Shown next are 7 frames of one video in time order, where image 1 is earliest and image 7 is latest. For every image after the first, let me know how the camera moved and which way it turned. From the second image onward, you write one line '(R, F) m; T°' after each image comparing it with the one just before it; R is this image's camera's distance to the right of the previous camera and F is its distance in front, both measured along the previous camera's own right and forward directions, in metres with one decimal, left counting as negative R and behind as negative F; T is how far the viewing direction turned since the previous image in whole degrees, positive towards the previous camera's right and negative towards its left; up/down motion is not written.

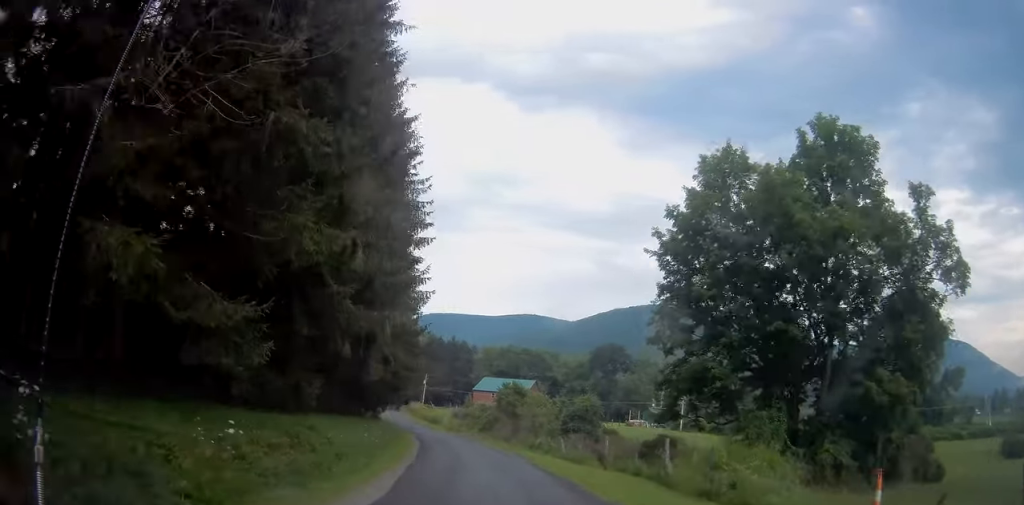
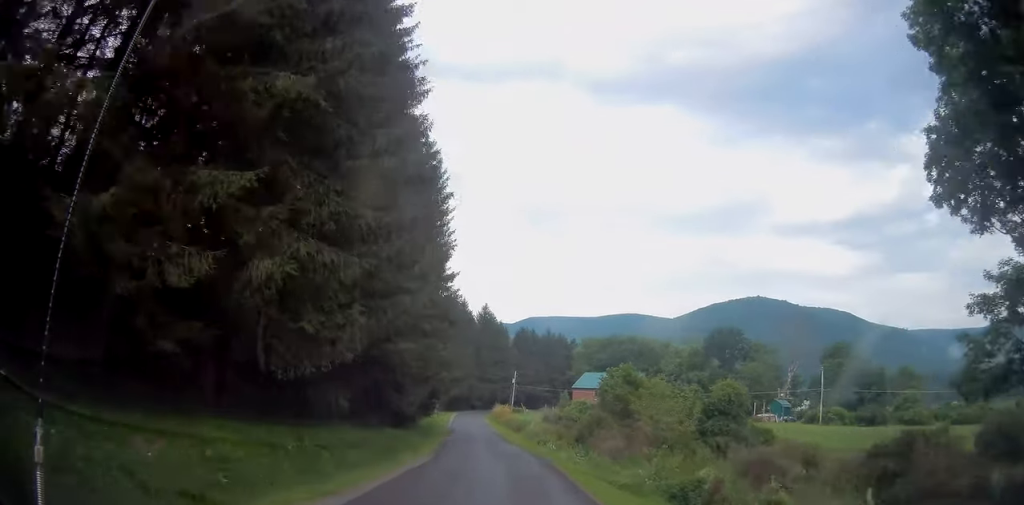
(-2.6, +24.6) m; -11°
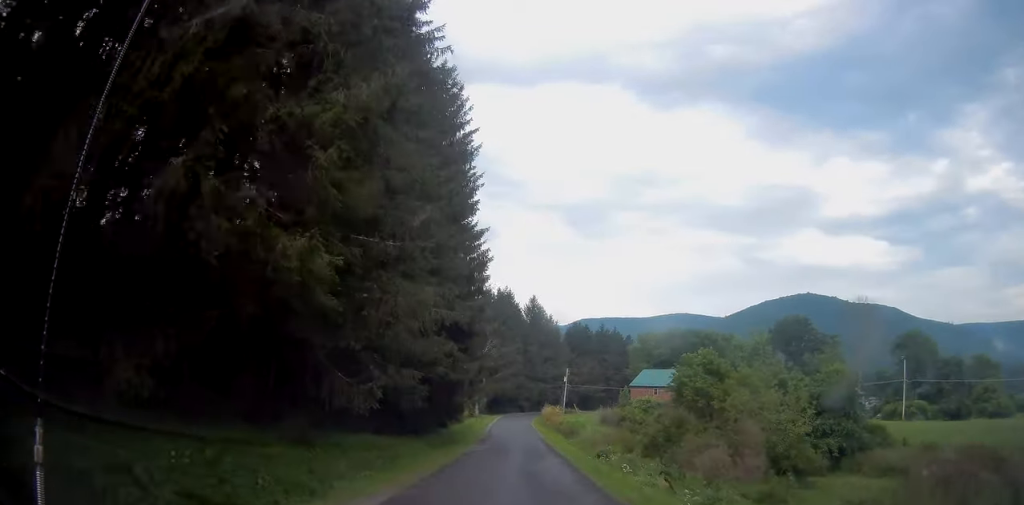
(-0.3, +13.3) m; -4°
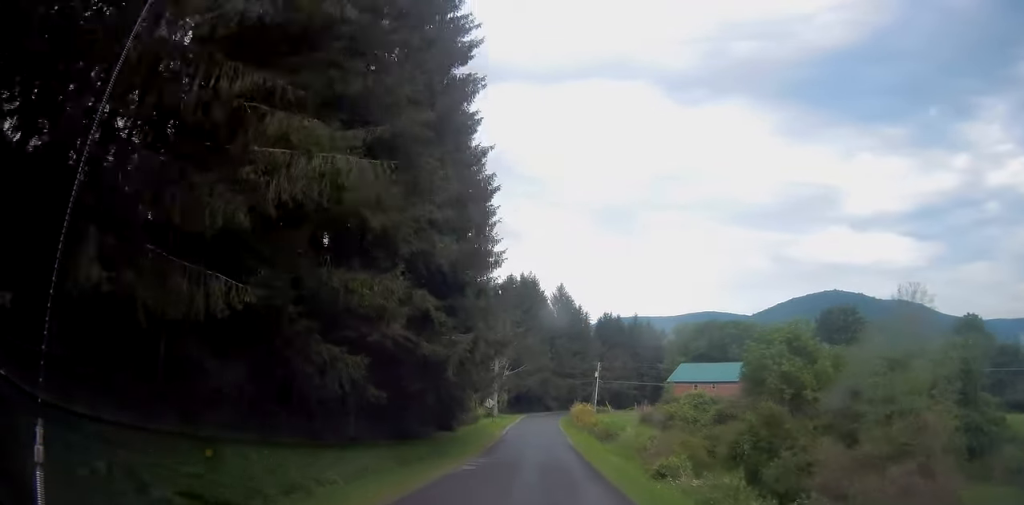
(-0.5, +12.2) m; -2°
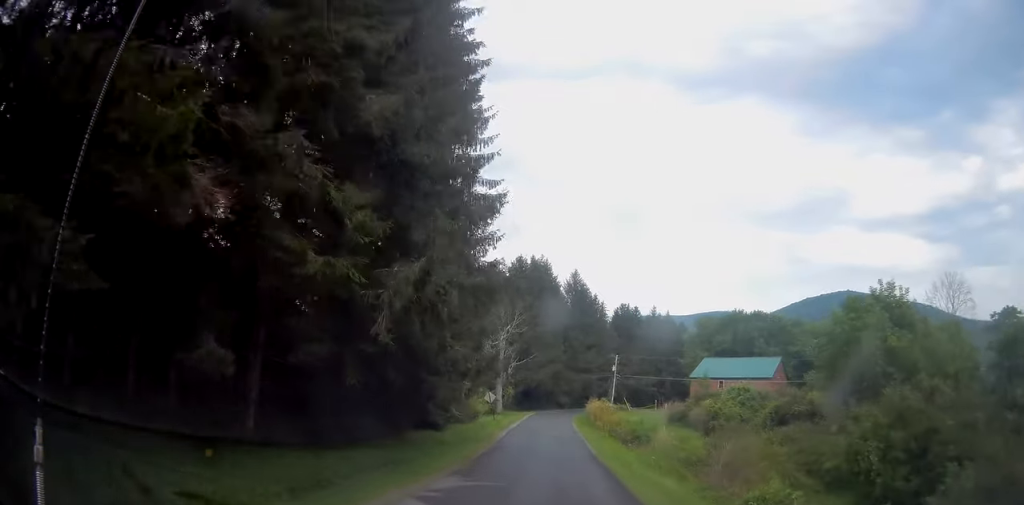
(0.0, +10.2) m; -2°
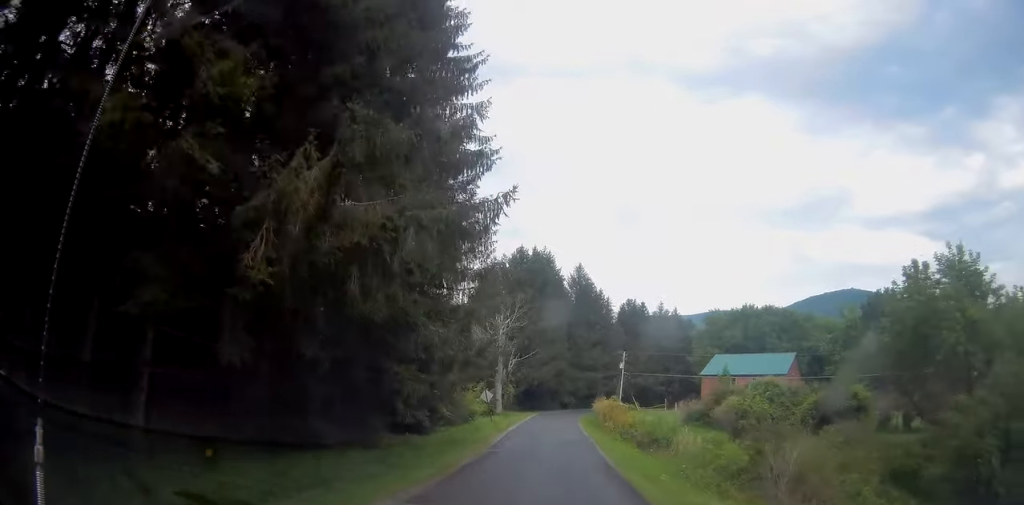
(-0.1, +5.3) m; 0°
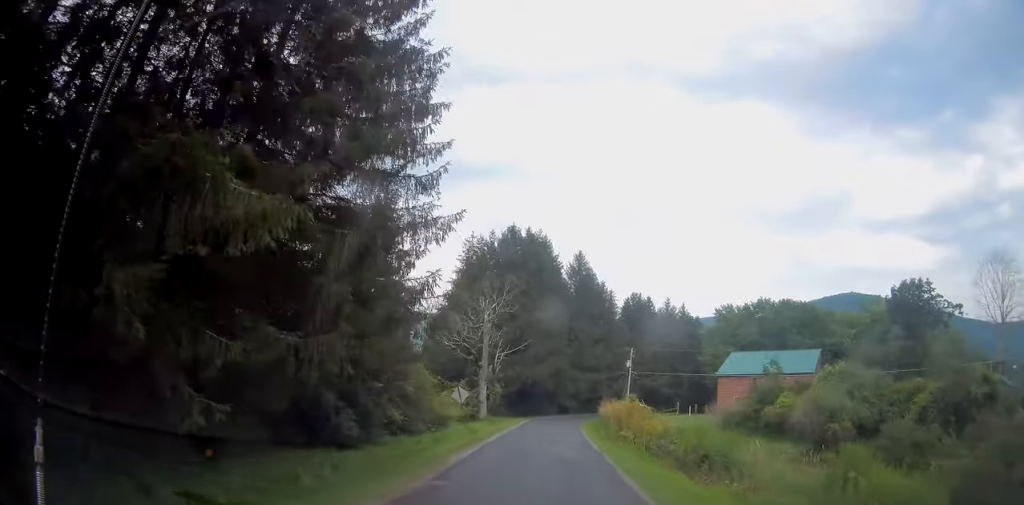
(-0.3, +11.4) m; 0°
